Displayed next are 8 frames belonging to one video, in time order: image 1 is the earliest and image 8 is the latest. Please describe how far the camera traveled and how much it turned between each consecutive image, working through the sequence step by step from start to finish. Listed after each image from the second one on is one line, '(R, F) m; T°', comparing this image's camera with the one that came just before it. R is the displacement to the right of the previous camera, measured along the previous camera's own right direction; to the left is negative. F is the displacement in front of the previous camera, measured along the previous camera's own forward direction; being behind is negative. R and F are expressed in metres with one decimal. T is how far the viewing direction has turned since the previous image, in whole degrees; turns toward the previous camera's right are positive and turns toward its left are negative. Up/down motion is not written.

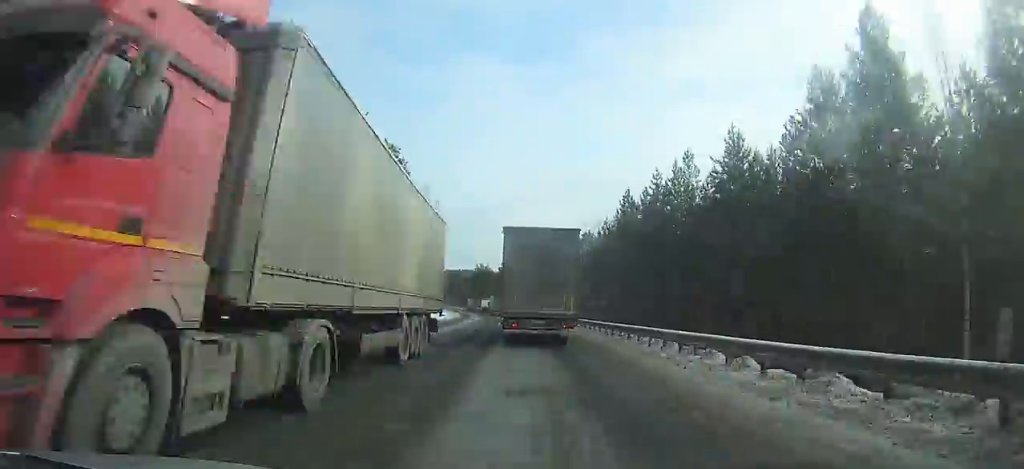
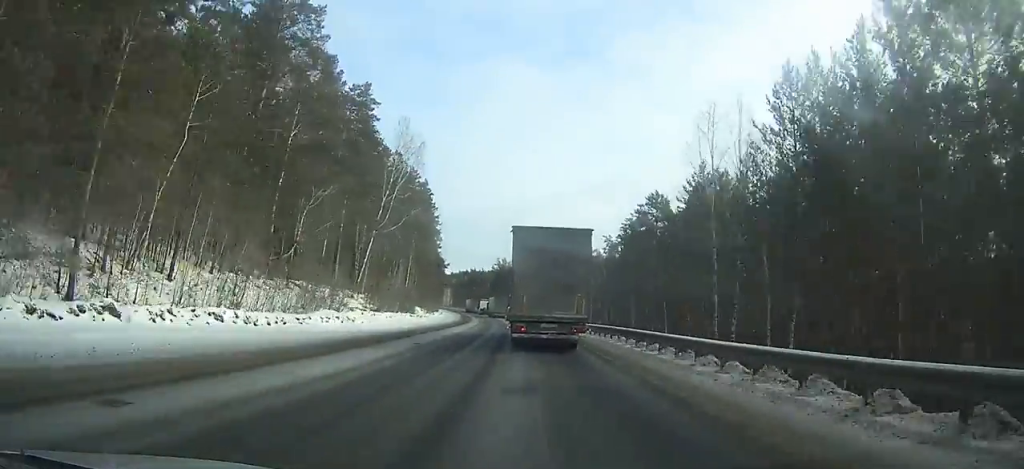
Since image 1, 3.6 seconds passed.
(-1.2, +47.4) m; -3°
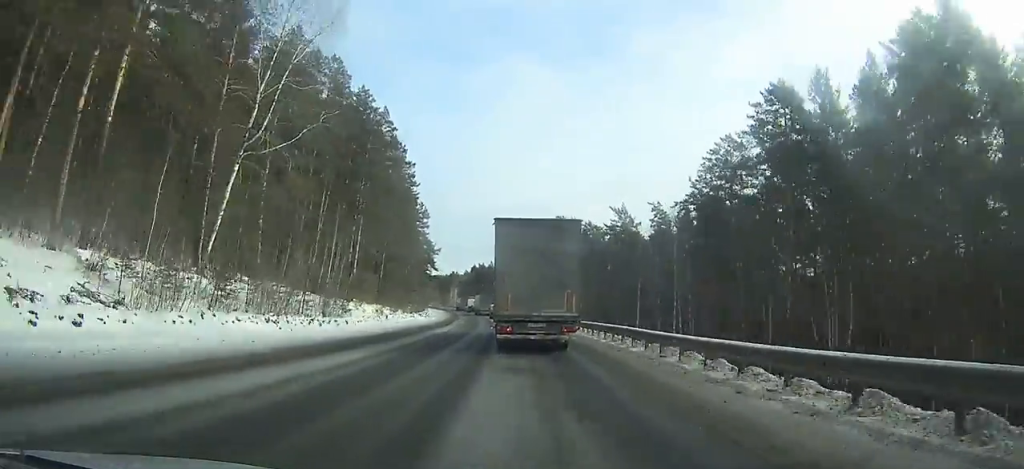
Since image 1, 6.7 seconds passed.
(-0.7, +41.1) m; -3°
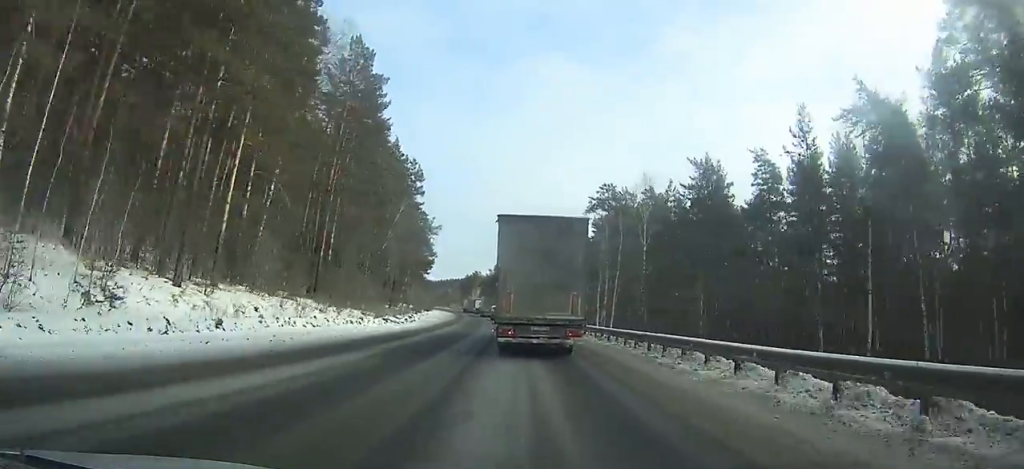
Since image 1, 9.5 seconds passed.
(-0.9, +37.0) m; -3°
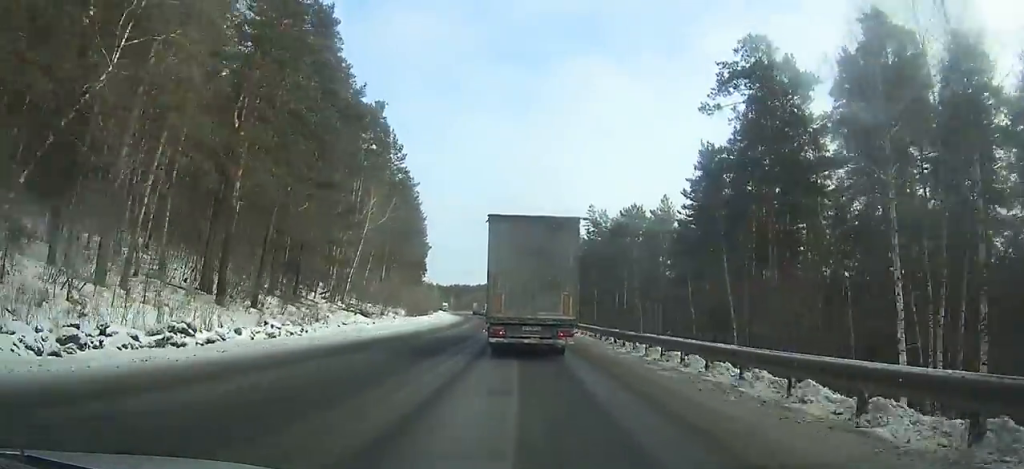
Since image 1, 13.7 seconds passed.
(-1.6, +54.6) m; -3°
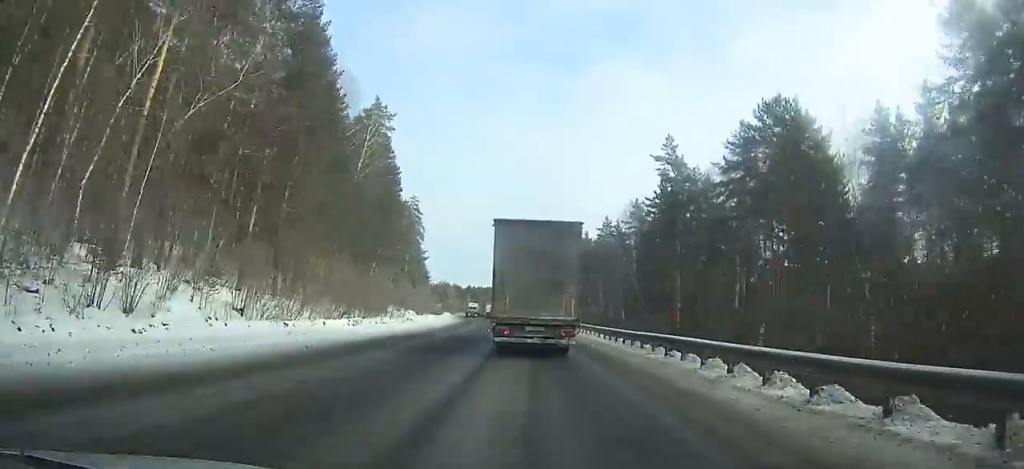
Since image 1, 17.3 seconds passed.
(-1.0, +46.2) m; -2°
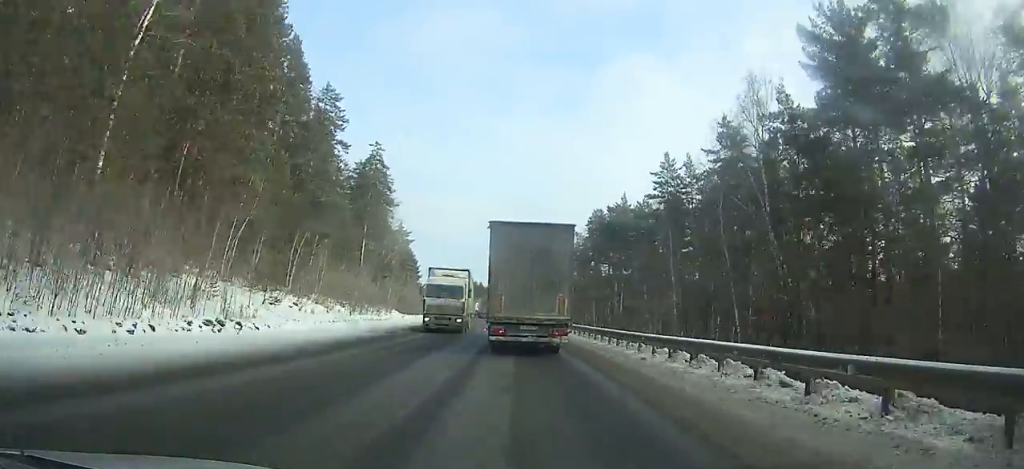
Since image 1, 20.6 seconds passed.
(-0.8, +42.4) m; -2°
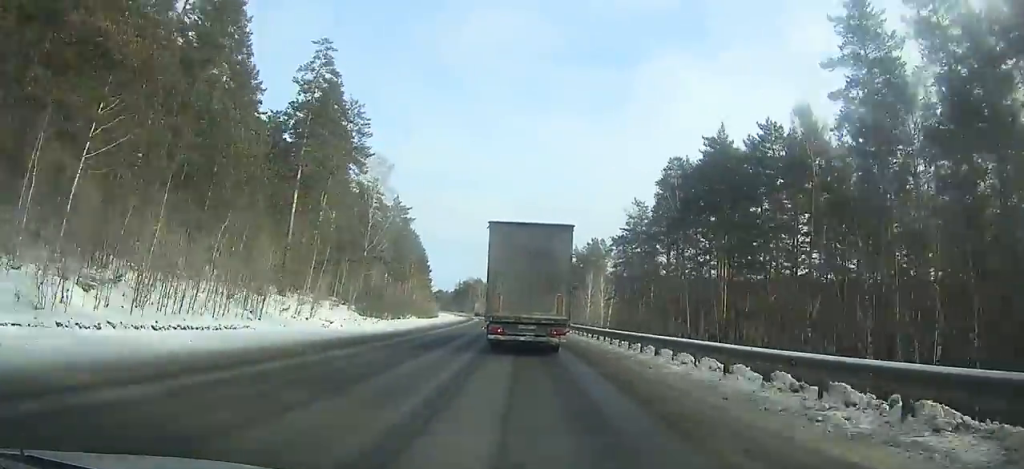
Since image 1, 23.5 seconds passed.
(-0.7, +37.6) m; -2°
